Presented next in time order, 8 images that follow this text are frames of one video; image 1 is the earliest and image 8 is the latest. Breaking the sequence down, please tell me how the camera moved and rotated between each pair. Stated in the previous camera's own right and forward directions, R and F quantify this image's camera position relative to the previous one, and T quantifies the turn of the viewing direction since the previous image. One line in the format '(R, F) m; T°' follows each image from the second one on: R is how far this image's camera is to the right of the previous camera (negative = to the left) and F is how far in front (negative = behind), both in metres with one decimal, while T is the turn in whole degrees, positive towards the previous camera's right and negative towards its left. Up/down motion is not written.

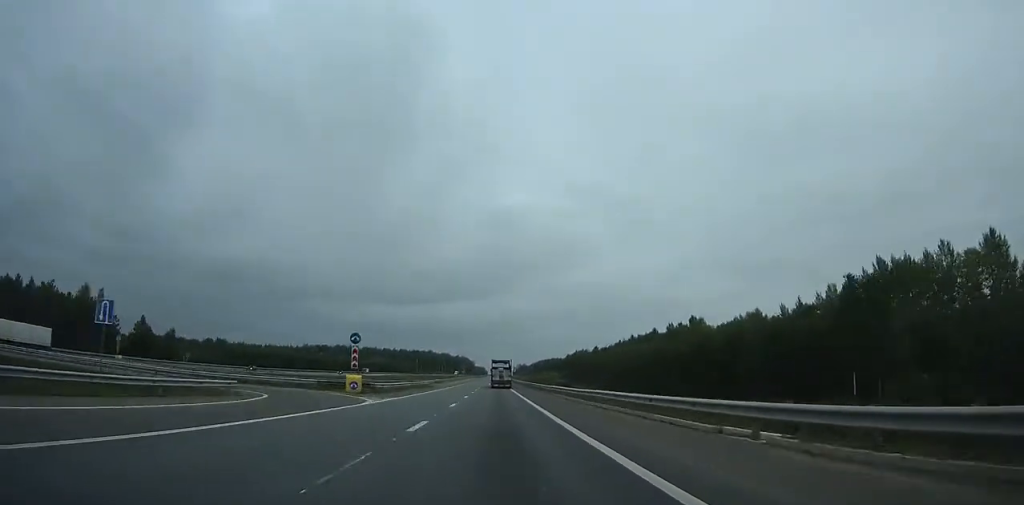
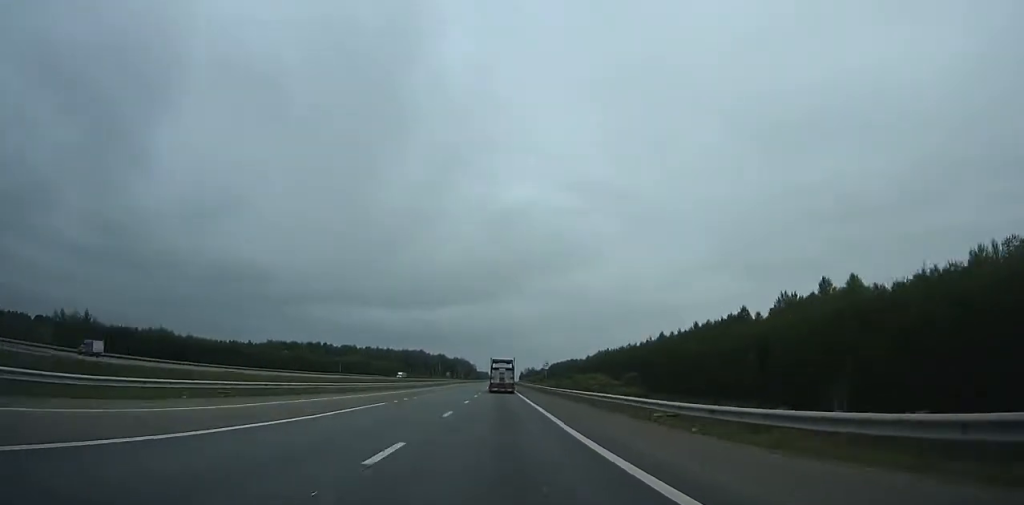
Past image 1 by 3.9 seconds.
(+0.2, +99.9) m; 0°
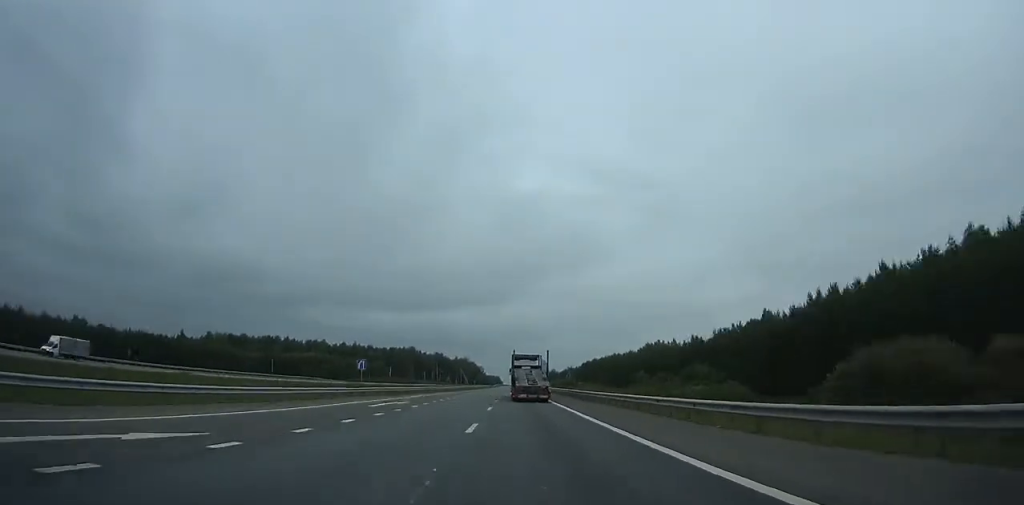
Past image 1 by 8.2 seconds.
(-0.3, +112.9) m; 0°
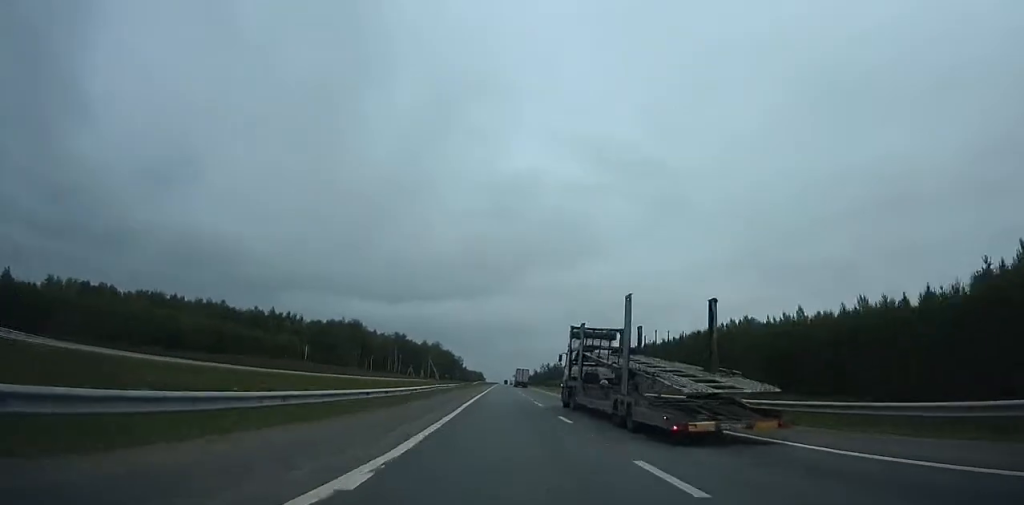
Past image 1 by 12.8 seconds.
(-0.3, +124.5) m; 0°
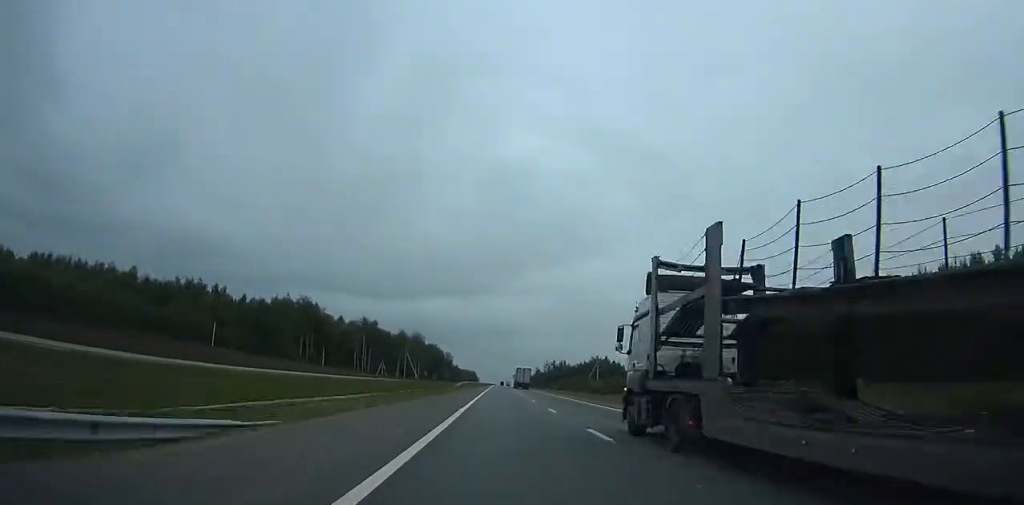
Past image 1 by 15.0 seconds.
(+0.4, +62.6) m; 0°
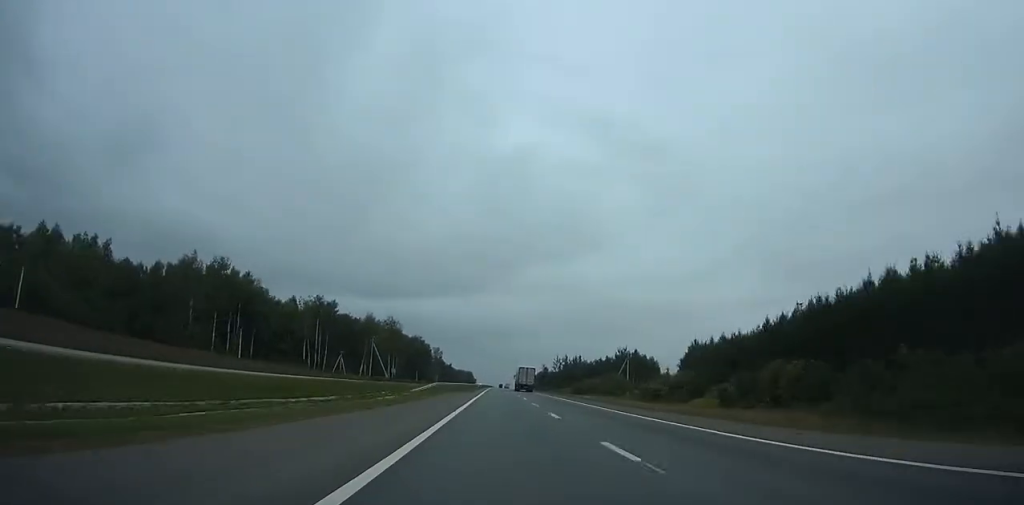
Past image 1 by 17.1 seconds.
(+0.2, +63.0) m; 0°
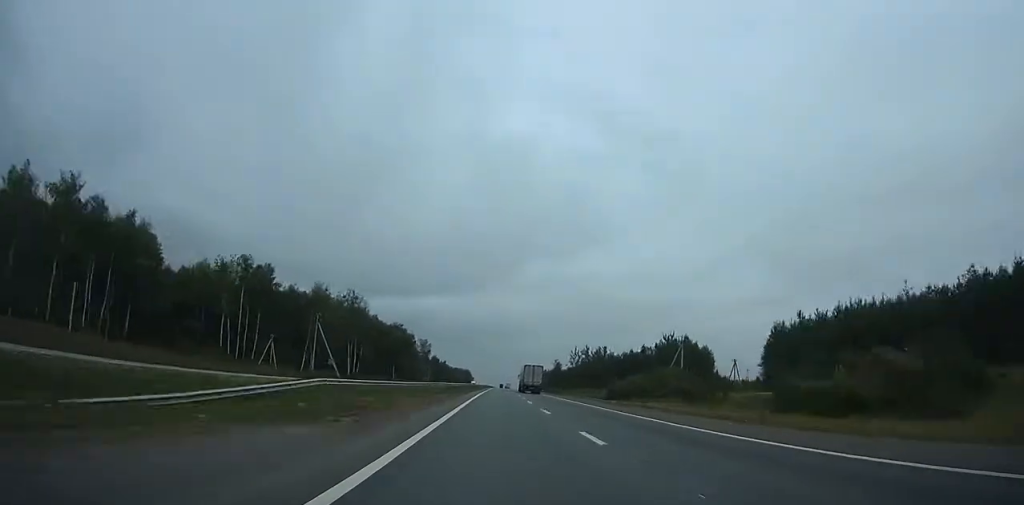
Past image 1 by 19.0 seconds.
(0.0, +60.1) m; 0°
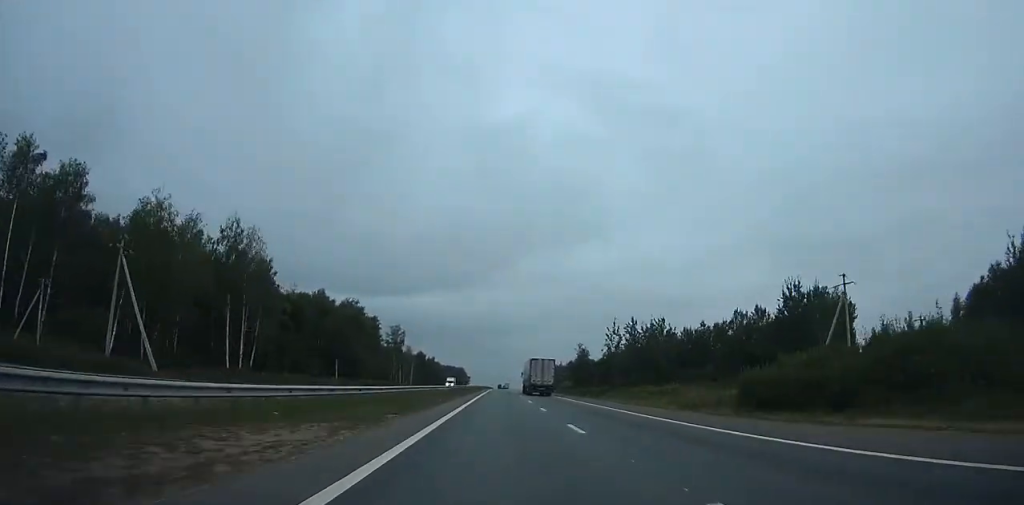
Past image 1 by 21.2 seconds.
(+0.4, +71.4) m; 0°
